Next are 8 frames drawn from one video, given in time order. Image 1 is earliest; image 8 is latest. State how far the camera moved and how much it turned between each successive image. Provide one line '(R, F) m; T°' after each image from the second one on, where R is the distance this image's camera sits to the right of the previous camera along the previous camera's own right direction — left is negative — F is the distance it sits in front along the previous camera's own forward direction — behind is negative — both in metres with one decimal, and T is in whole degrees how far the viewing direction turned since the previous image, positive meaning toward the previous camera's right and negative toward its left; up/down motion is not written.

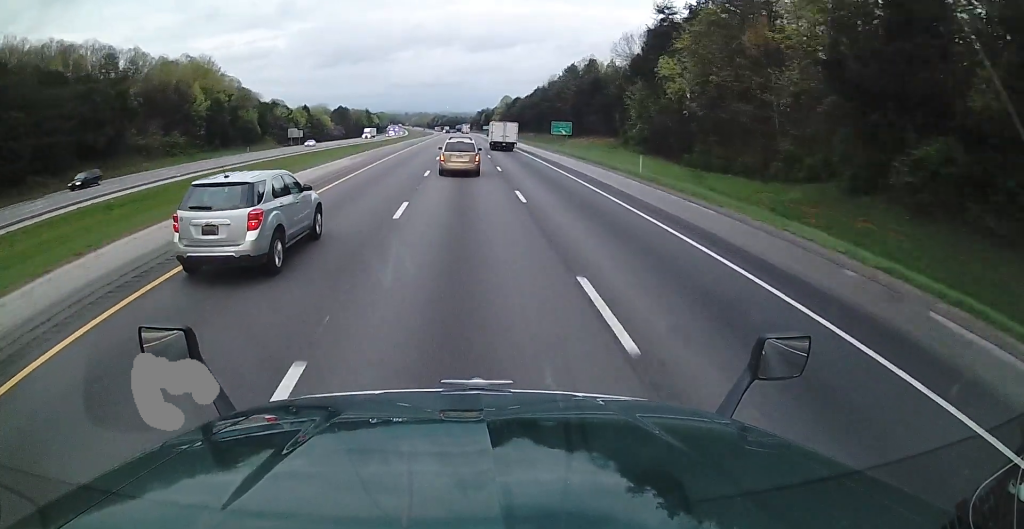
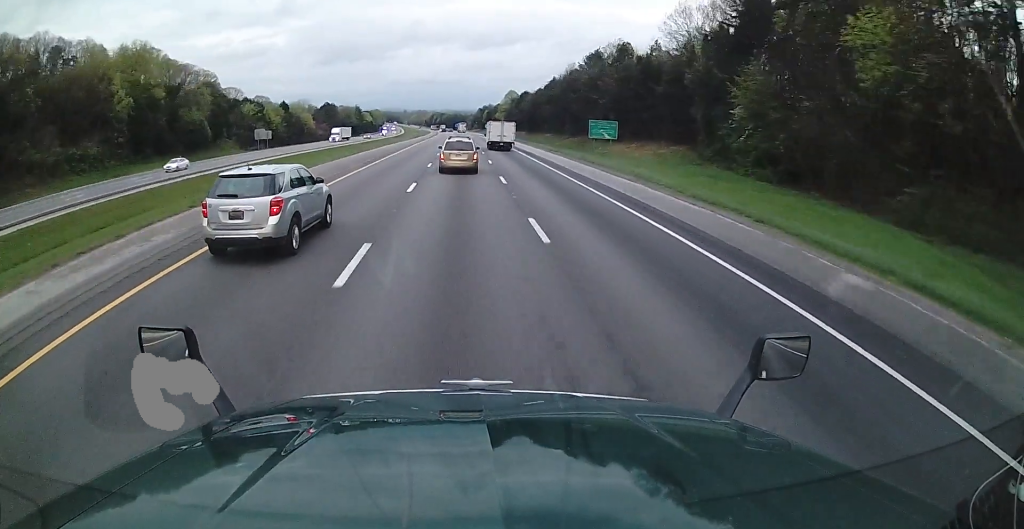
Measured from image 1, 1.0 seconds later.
(-0.1, +30.8) m; 0°
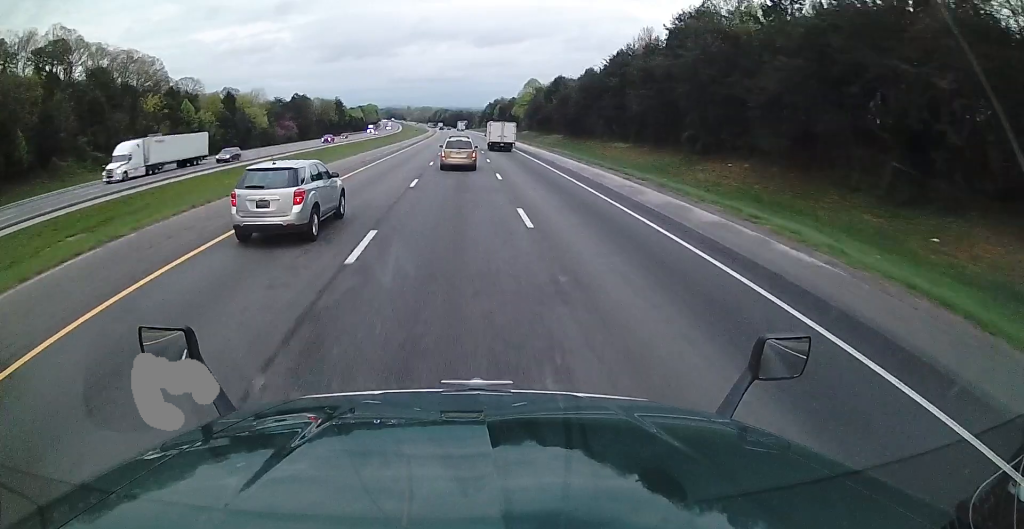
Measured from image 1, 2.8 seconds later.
(+0.2, +58.8) m; 0°
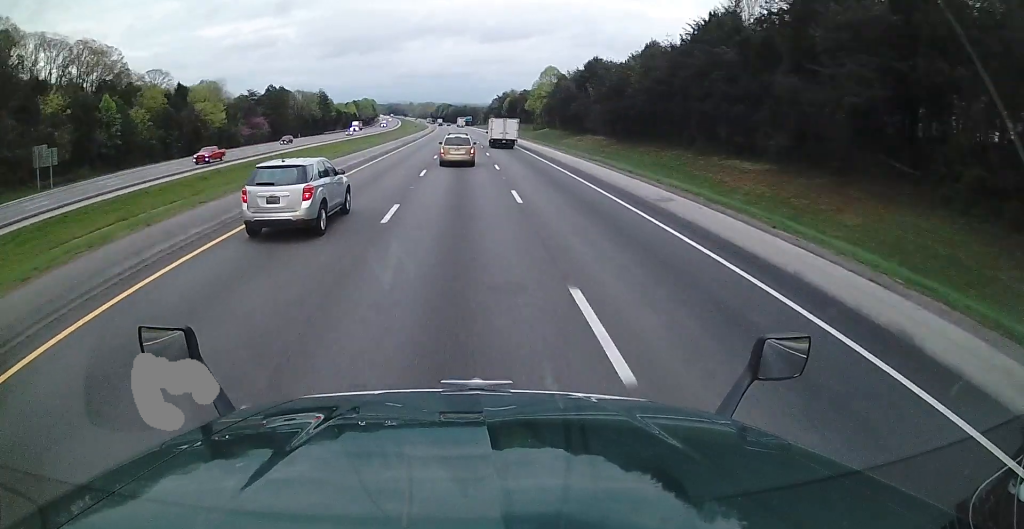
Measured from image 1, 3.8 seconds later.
(-0.2, +32.3) m; -1°
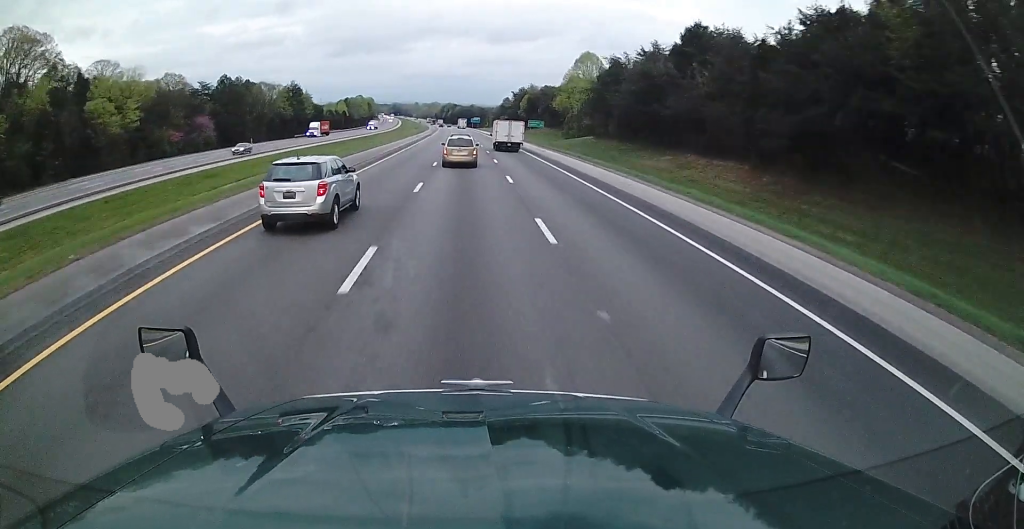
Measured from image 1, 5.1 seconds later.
(-0.6, +41.1) m; -1°
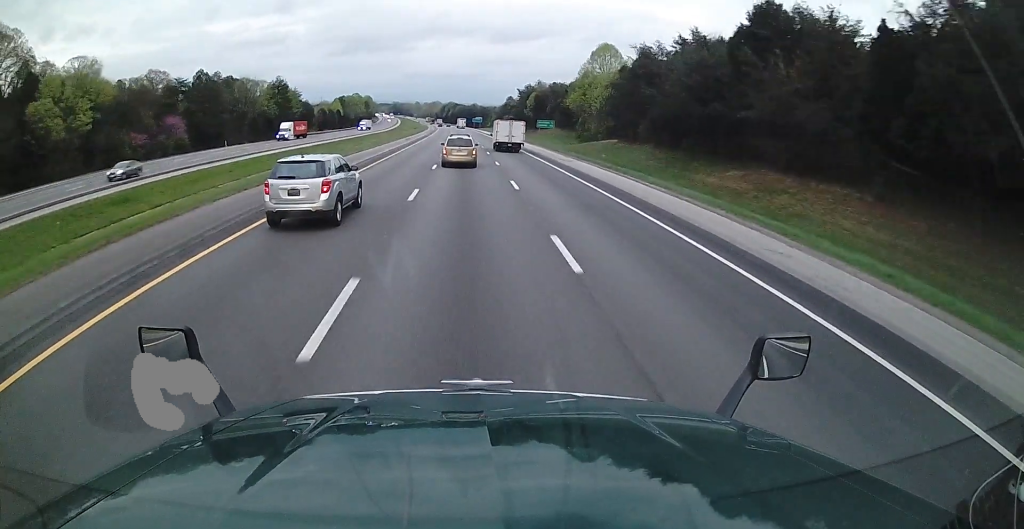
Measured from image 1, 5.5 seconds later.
(-0.1, +14.1) m; 0°
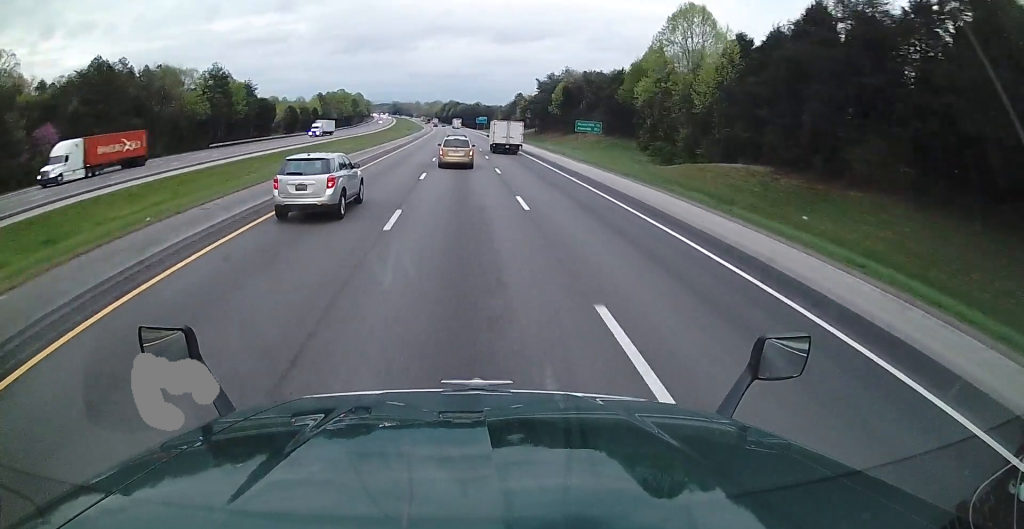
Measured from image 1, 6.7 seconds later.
(+0.2, +40.4) m; 0°
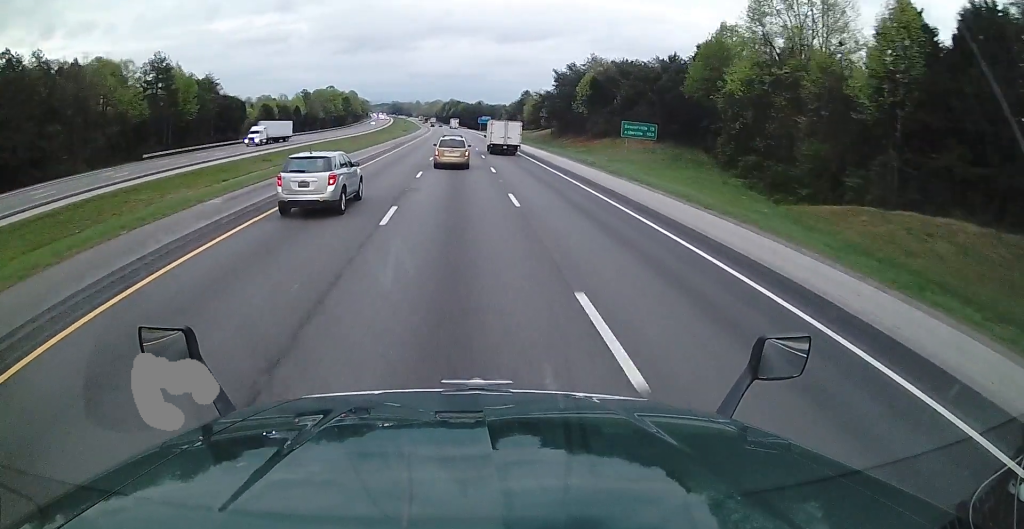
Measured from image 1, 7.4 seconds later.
(-0.3, +22.9) m; 0°
